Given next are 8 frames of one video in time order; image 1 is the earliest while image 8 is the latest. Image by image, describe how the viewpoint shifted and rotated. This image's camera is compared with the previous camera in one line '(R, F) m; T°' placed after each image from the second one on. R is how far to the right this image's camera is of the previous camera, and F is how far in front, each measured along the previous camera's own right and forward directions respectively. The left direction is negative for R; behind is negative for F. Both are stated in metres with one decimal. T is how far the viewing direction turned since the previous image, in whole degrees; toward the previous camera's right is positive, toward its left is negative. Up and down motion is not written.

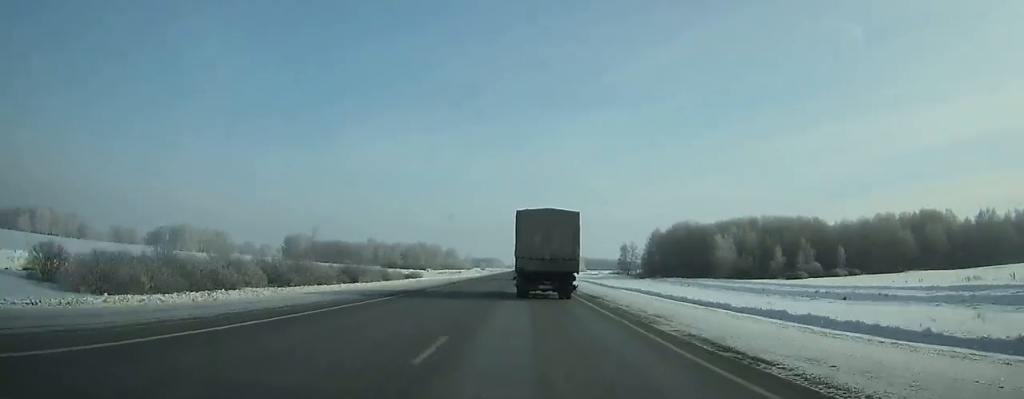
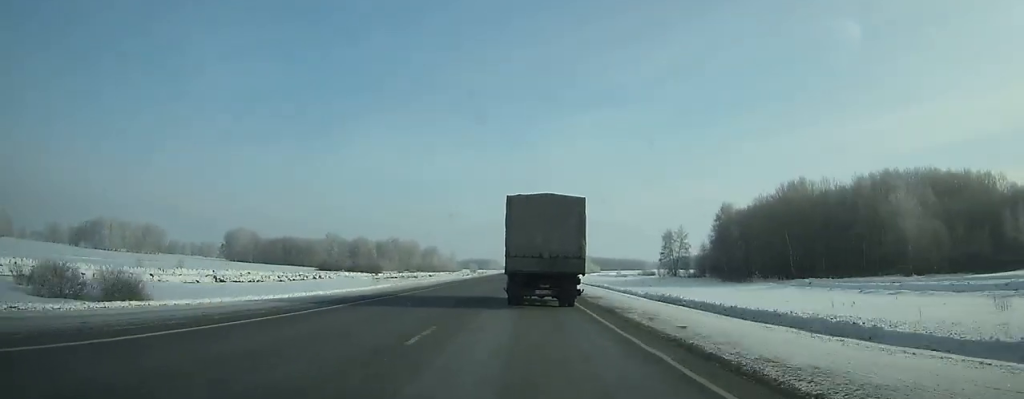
(-0.1, +94.8) m; 0°
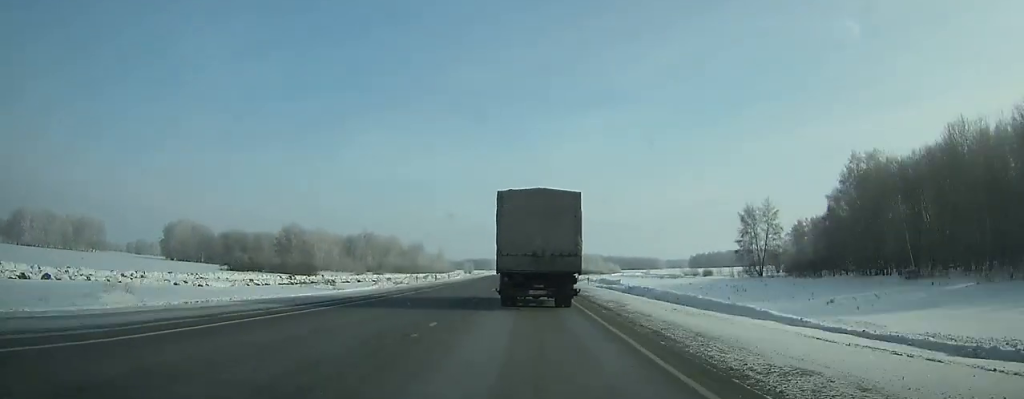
(-0.2, +70.4) m; 0°
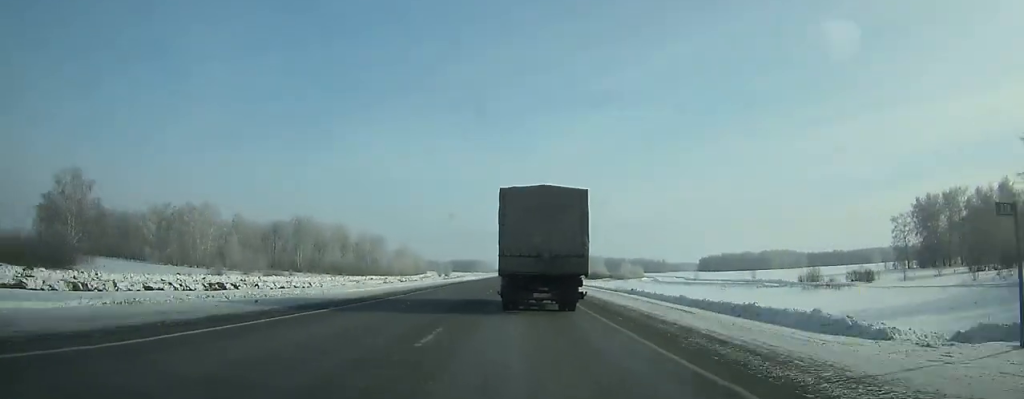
(+0.2, +83.0) m; 0°
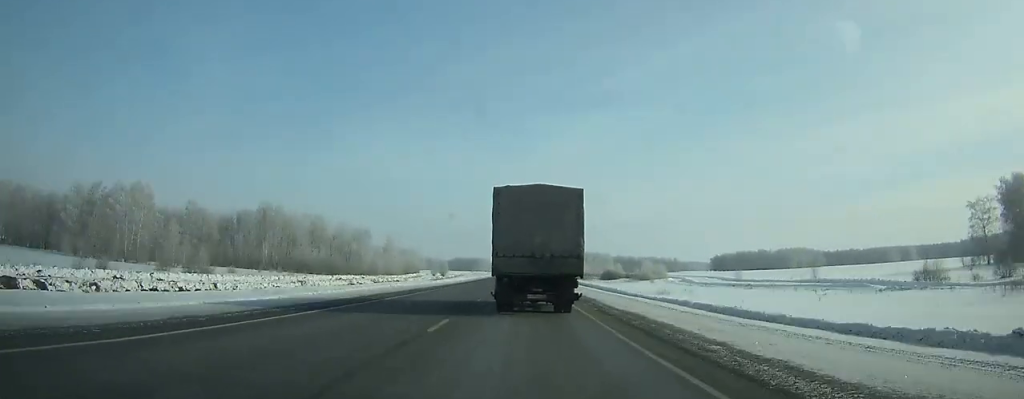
(0.0, +32.8) m; 0°
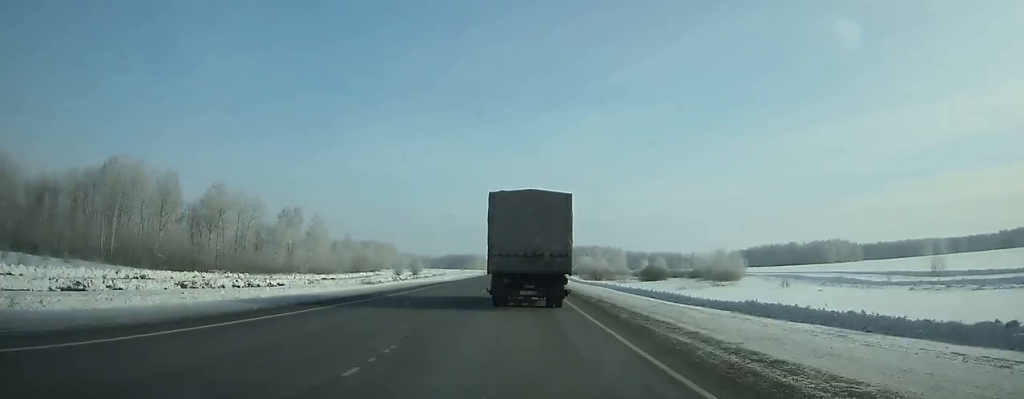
(-0.1, +78.9) m; 0°
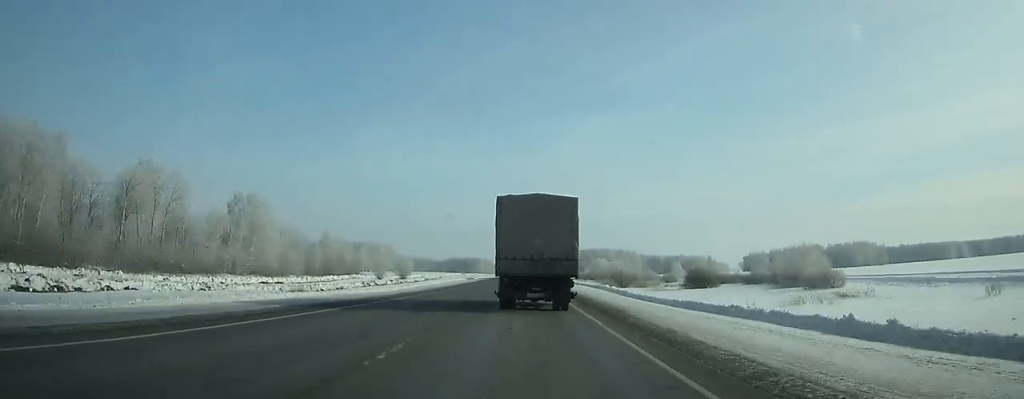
(0.0, +36.6) m; 0°
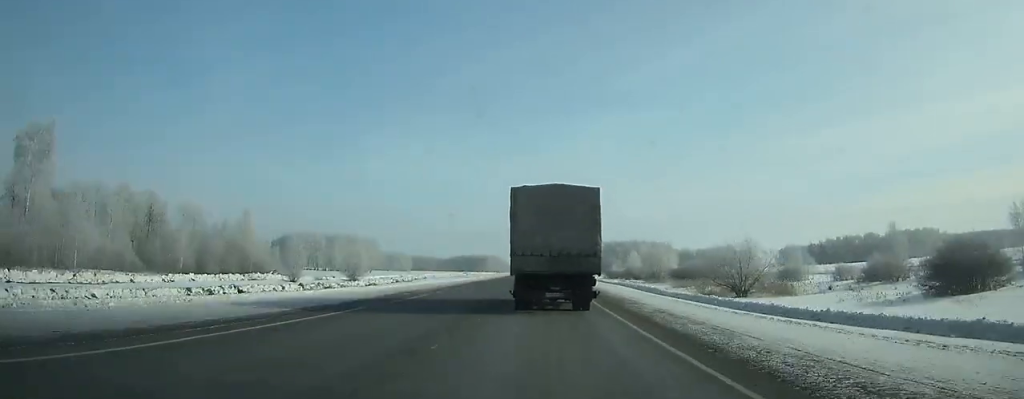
(-0.8, +76.1) m; -1°
